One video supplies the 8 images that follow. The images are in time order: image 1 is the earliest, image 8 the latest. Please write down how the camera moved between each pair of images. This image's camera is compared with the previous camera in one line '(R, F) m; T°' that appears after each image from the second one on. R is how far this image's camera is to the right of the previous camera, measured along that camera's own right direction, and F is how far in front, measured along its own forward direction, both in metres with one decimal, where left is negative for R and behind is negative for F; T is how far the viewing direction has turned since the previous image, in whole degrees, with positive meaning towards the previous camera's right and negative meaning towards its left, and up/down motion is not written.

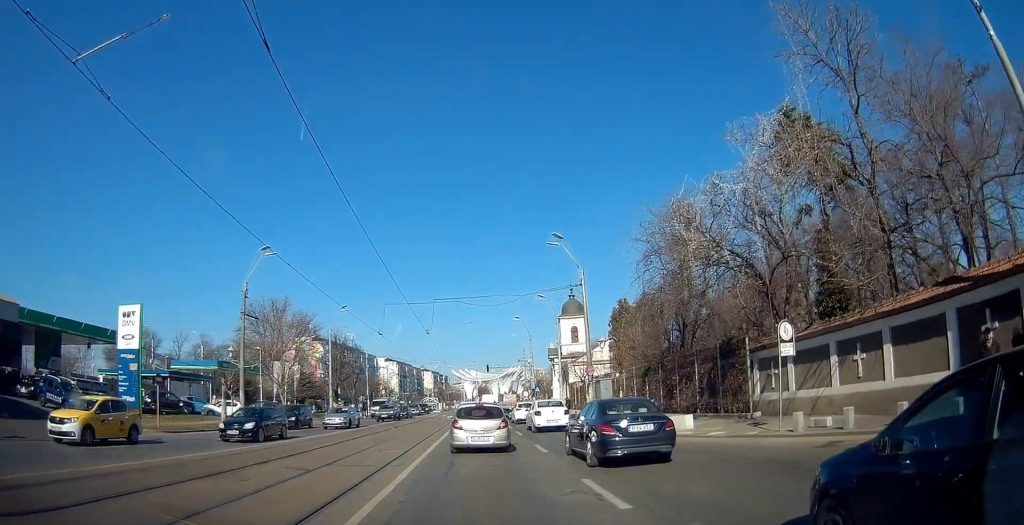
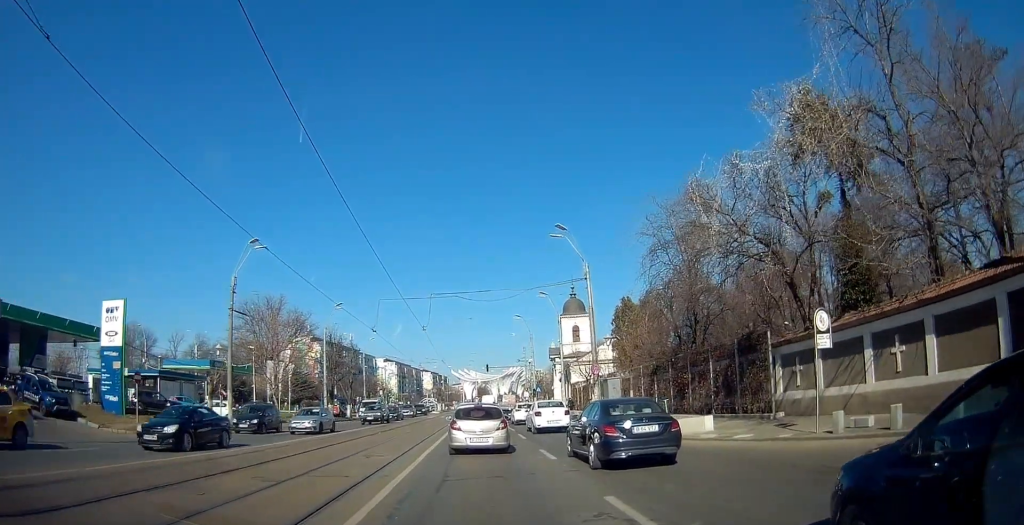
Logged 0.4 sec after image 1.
(0.0, +1.8) m; -1°
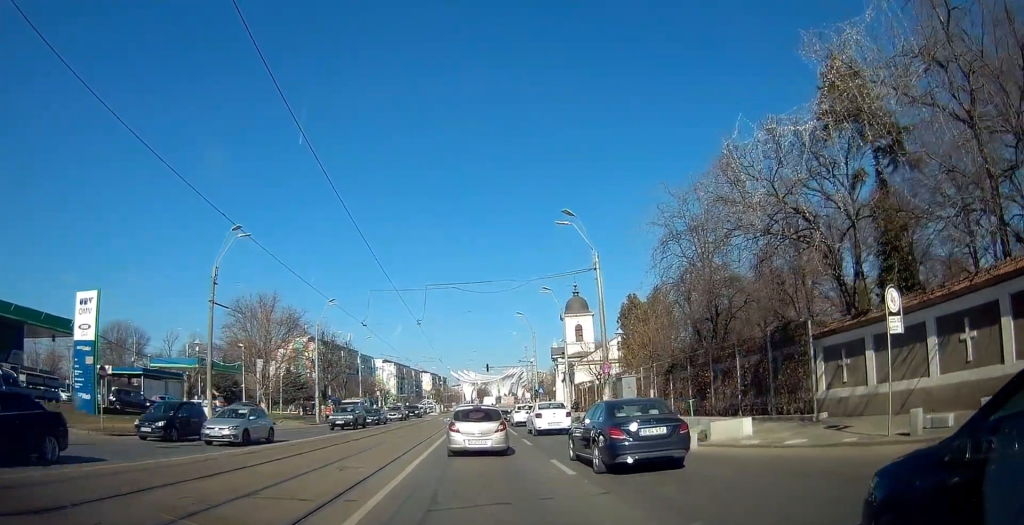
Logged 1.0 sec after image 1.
(0.0, +2.7) m; +2°
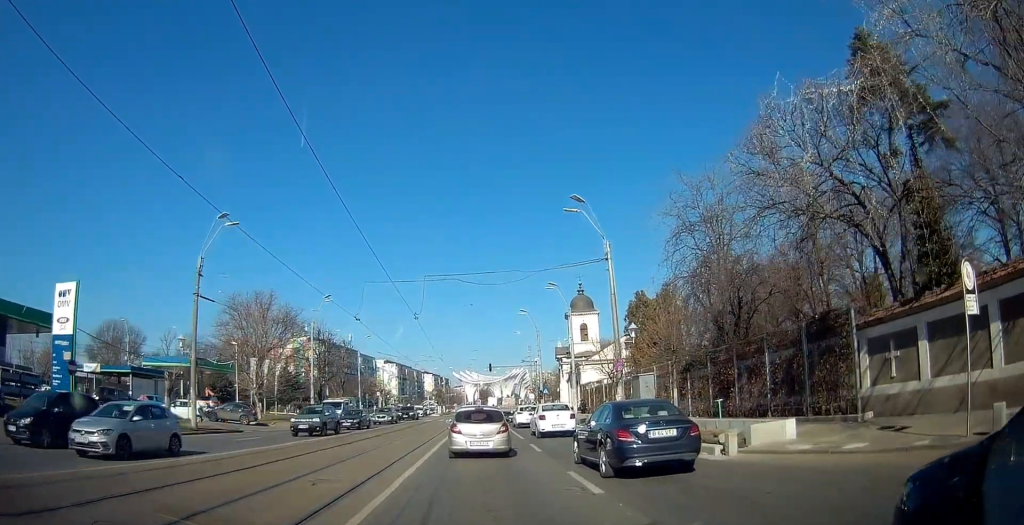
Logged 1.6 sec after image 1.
(0.0, +2.2) m; +2°
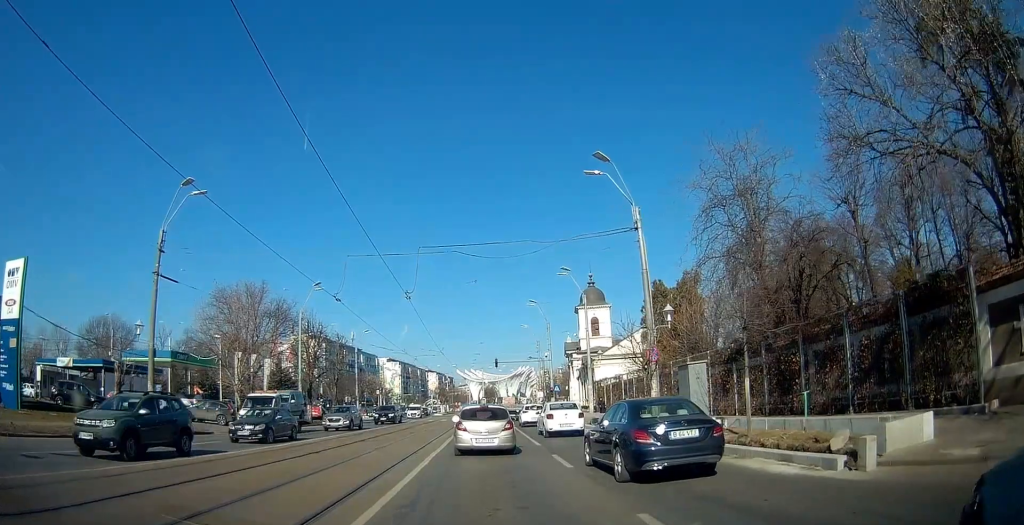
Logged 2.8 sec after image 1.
(+0.3, +4.6) m; +3°
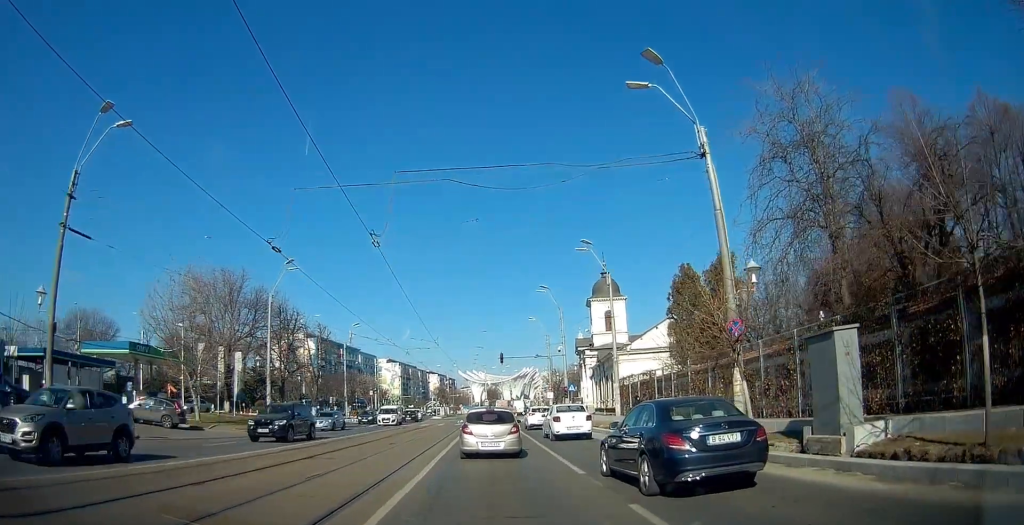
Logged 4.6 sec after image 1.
(+0.2, +6.6) m; -1°
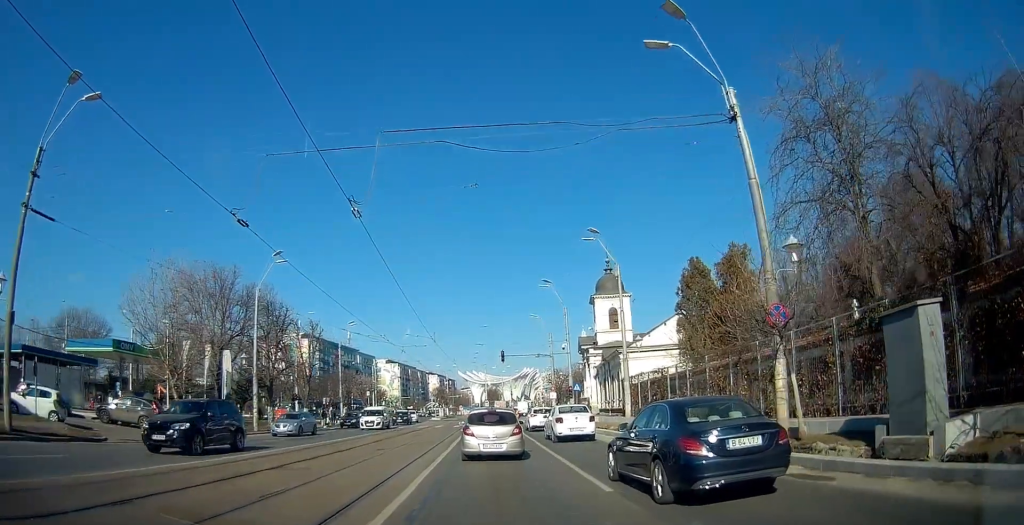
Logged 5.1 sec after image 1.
(-0.2, +1.9) m; 0°
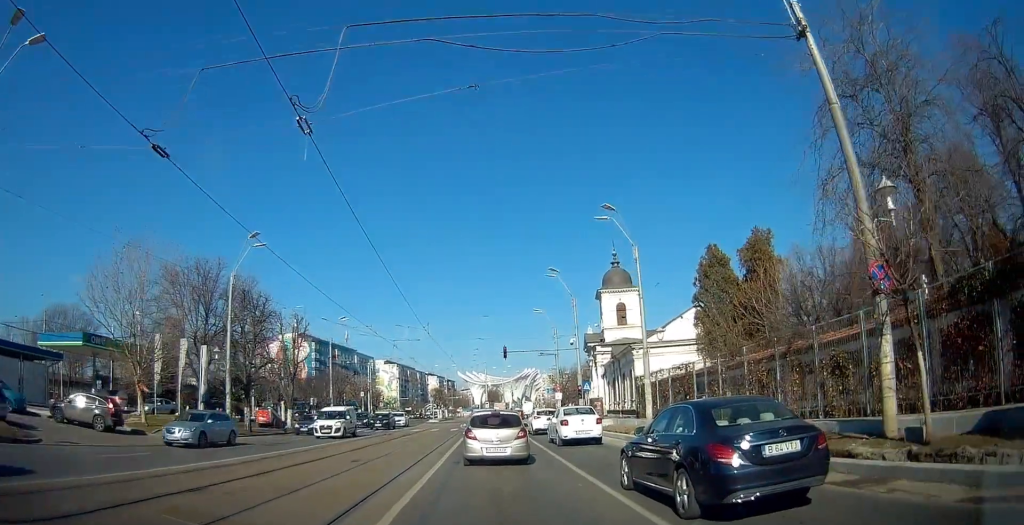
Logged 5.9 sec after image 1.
(0.0, +3.2) m; 0°
